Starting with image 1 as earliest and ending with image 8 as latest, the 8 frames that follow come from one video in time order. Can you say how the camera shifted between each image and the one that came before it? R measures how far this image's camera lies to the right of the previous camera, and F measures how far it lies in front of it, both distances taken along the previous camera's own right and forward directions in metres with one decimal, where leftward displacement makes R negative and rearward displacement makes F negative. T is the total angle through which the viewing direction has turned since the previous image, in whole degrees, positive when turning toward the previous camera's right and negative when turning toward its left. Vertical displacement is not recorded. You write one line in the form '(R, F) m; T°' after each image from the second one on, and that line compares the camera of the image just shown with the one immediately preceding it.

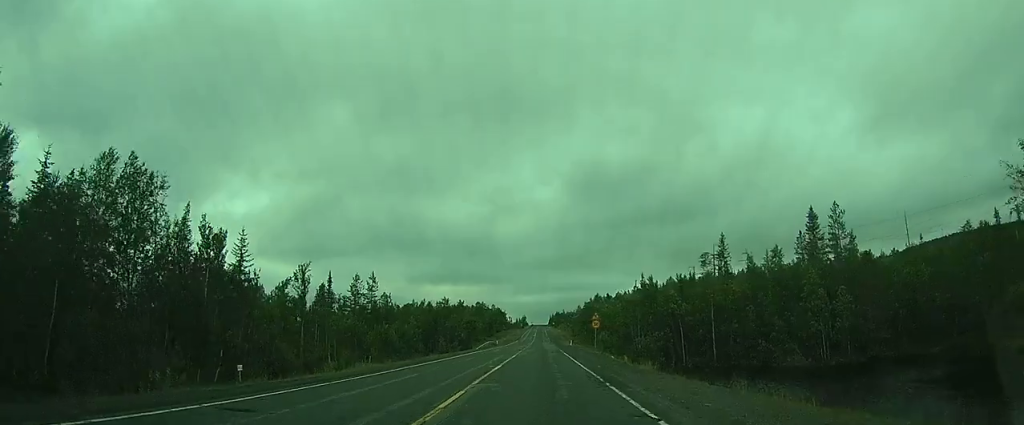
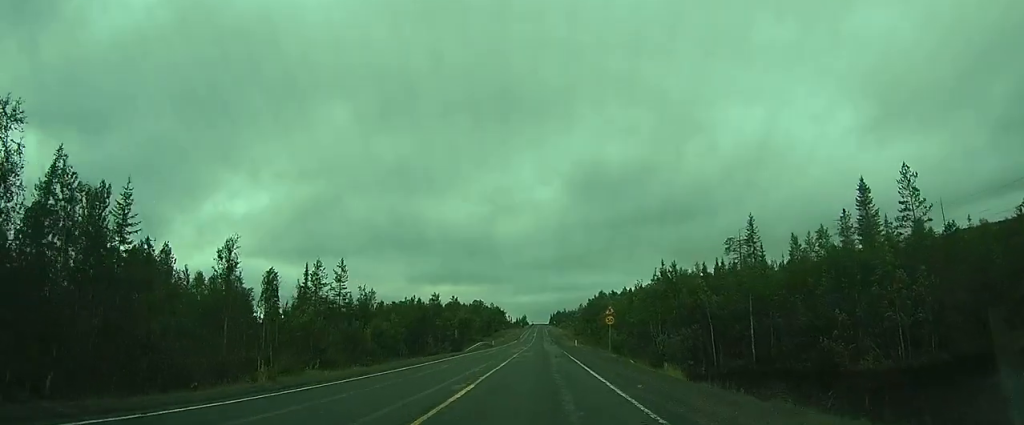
(0.0, +10.2) m; 0°
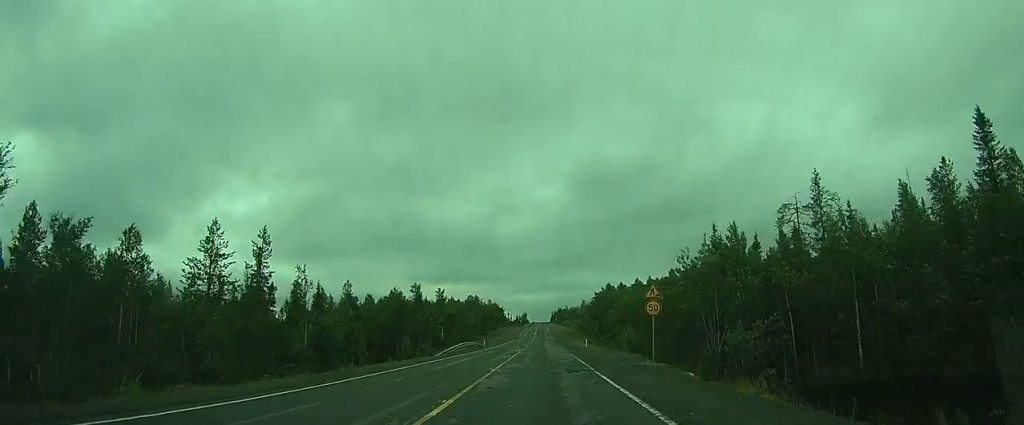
(0.0, +15.7) m; 0°
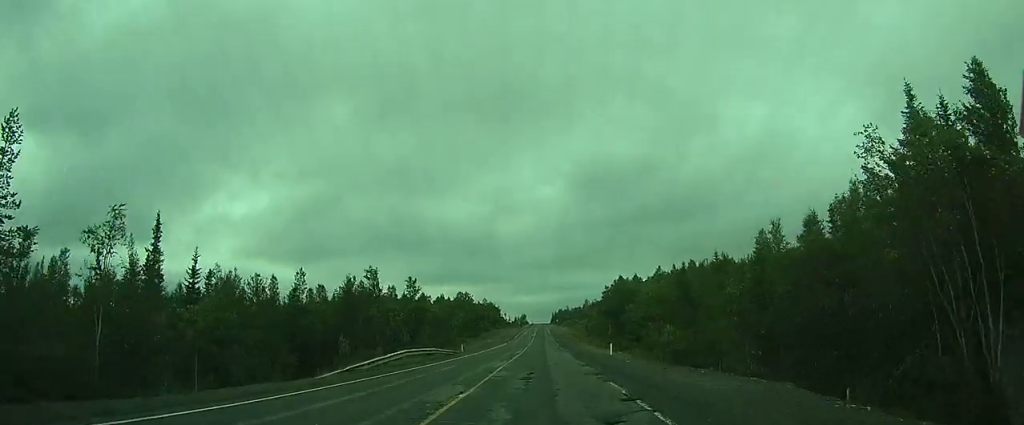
(0.0, +21.2) m; 0°
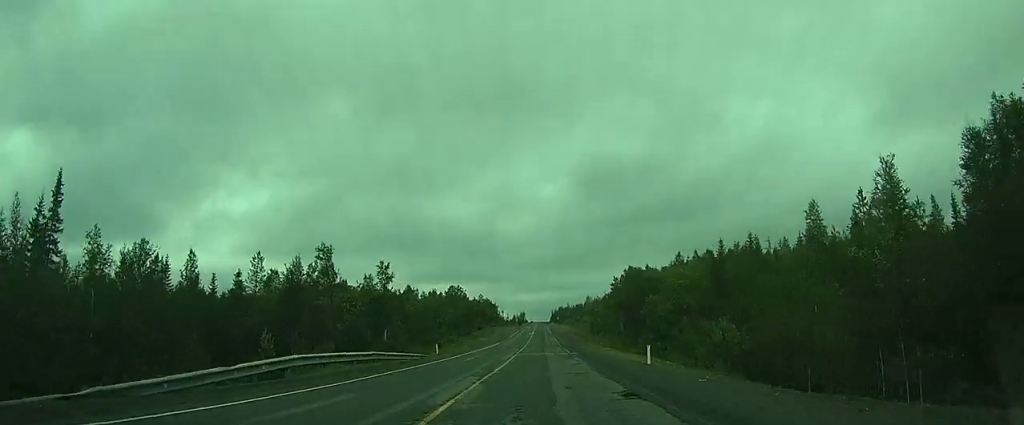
(0.0, +13.4) m; 0°
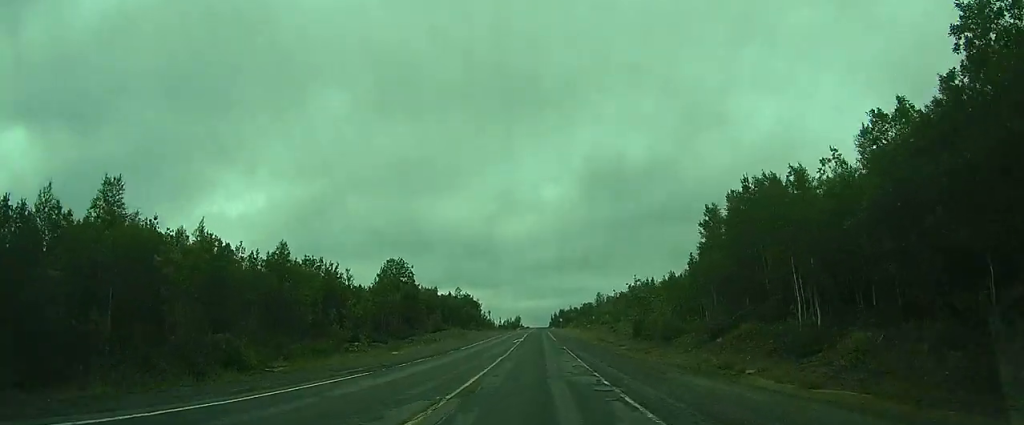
(-0.2, +55.1) m; -1°
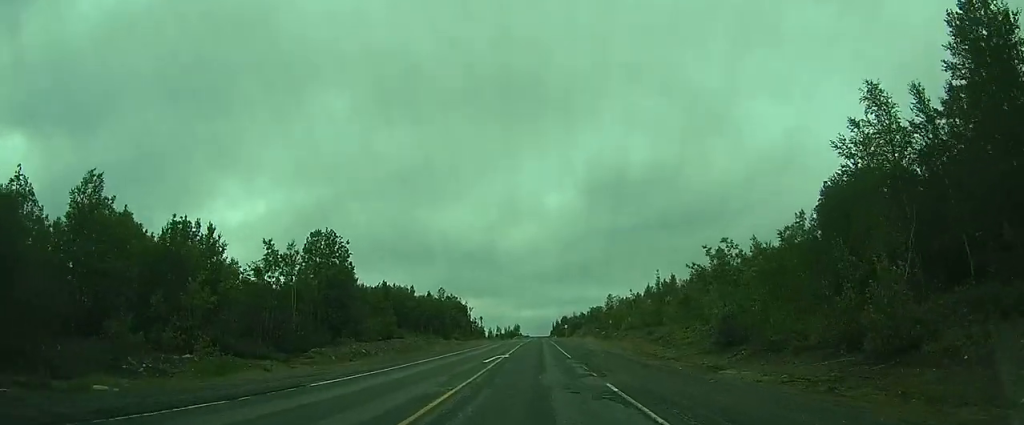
(-0.1, +28.4) m; 0°
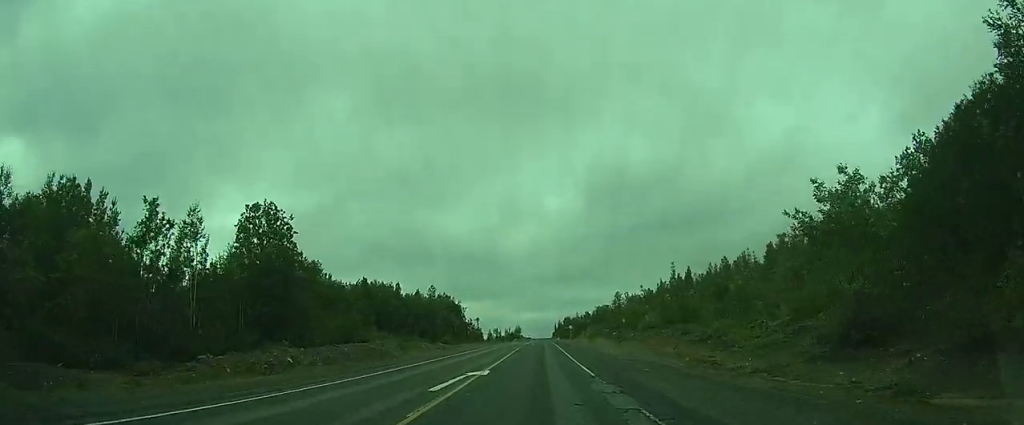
(0.0, +13.4) m; 0°
